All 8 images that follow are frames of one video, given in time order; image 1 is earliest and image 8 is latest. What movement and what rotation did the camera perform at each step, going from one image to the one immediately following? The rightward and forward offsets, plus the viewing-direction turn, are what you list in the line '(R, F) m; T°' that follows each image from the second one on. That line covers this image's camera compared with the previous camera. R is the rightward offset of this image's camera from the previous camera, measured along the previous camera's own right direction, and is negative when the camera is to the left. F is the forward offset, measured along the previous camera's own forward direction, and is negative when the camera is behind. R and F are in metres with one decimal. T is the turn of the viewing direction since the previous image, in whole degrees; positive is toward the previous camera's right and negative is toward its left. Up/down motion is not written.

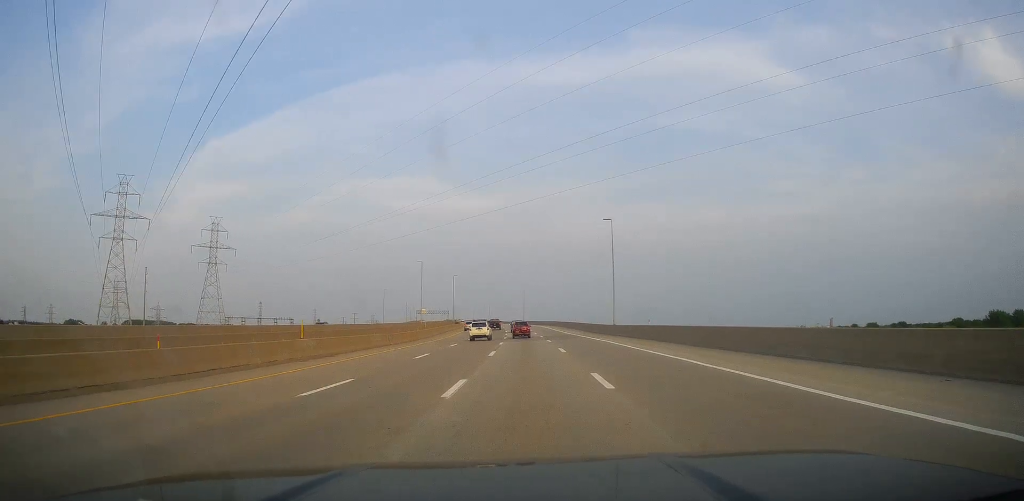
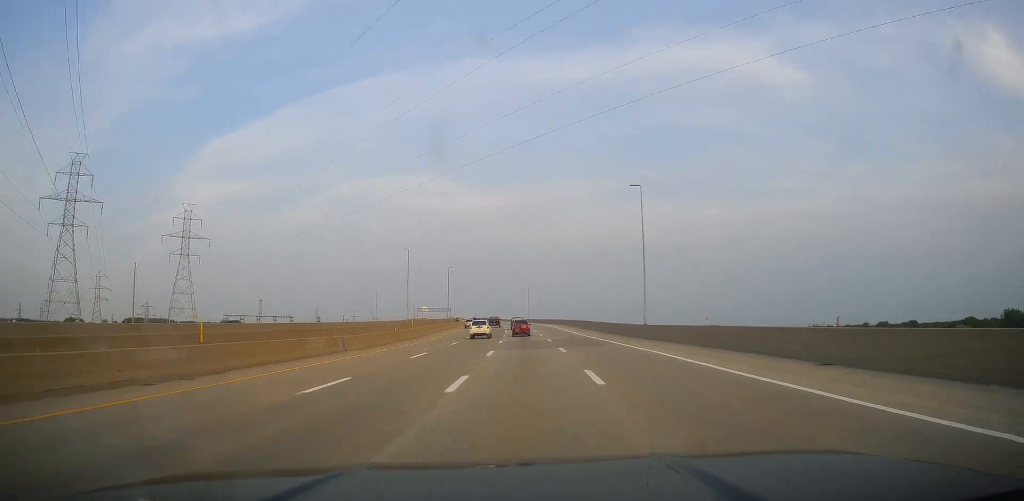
(+0.5, +15.1) m; 0°
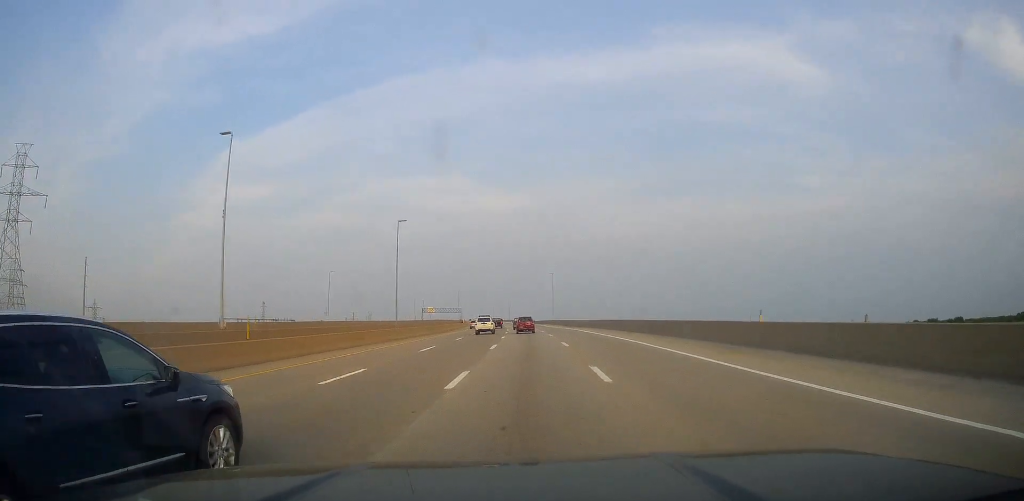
(-1.2, +58.8) m; -2°
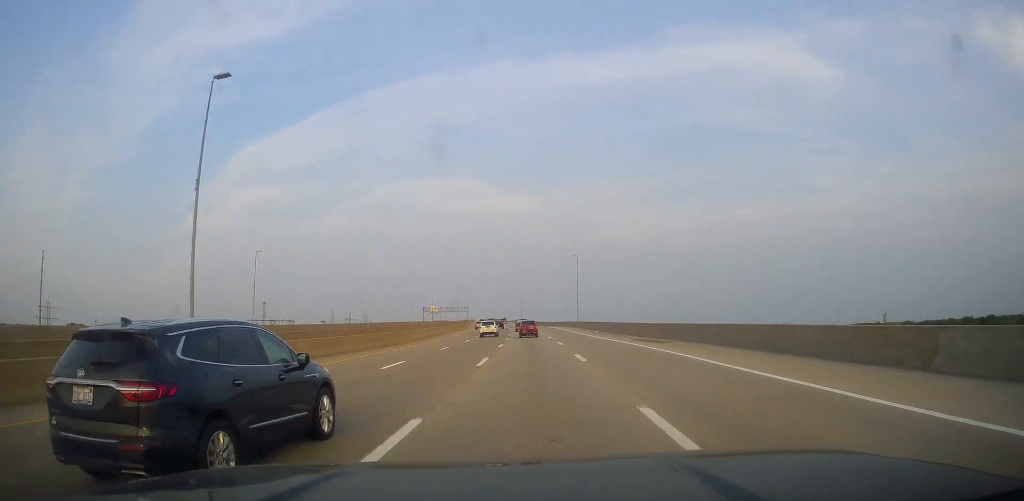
(-0.3, +39.6) m; -2°
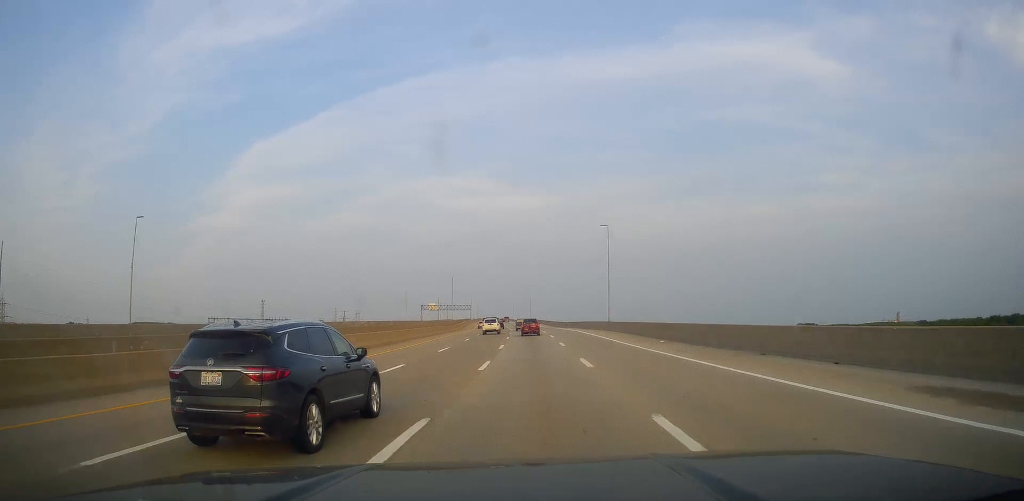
(-0.5, +31.0) m; -1°
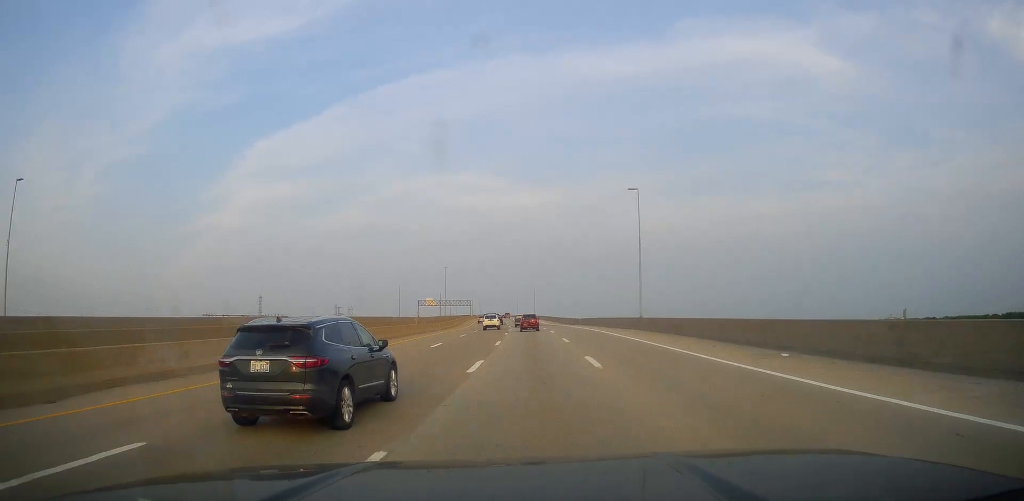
(0.0, +18.2) m; 0°
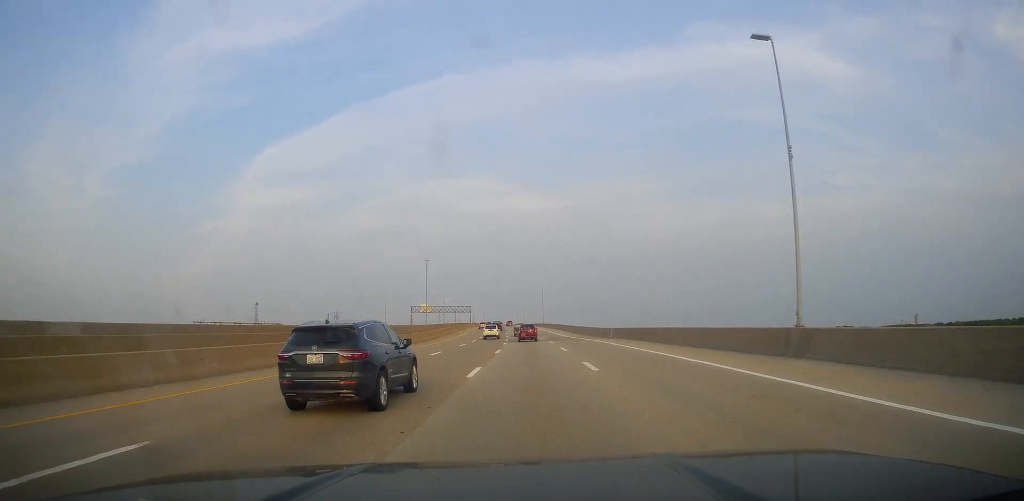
(0.0, +29.9) m; -1°
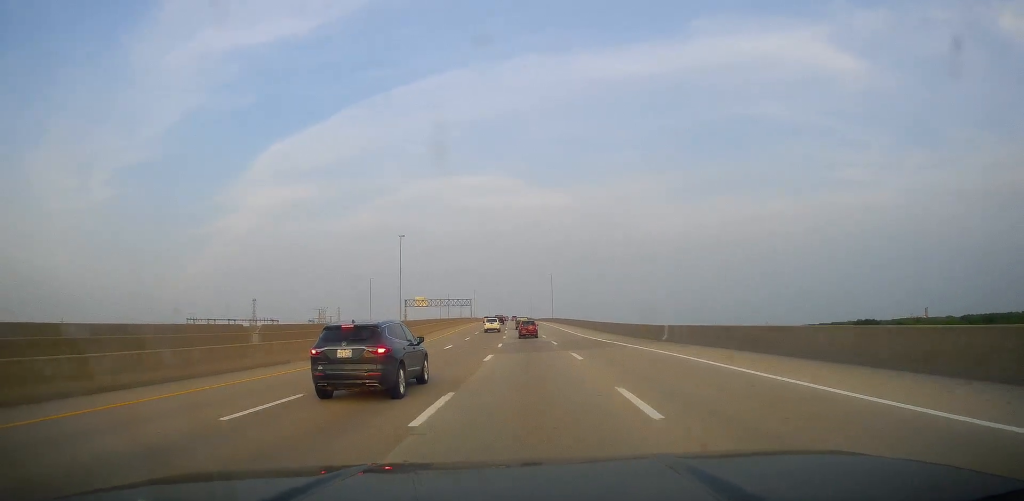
(-0.5, +23.5) m; -1°
